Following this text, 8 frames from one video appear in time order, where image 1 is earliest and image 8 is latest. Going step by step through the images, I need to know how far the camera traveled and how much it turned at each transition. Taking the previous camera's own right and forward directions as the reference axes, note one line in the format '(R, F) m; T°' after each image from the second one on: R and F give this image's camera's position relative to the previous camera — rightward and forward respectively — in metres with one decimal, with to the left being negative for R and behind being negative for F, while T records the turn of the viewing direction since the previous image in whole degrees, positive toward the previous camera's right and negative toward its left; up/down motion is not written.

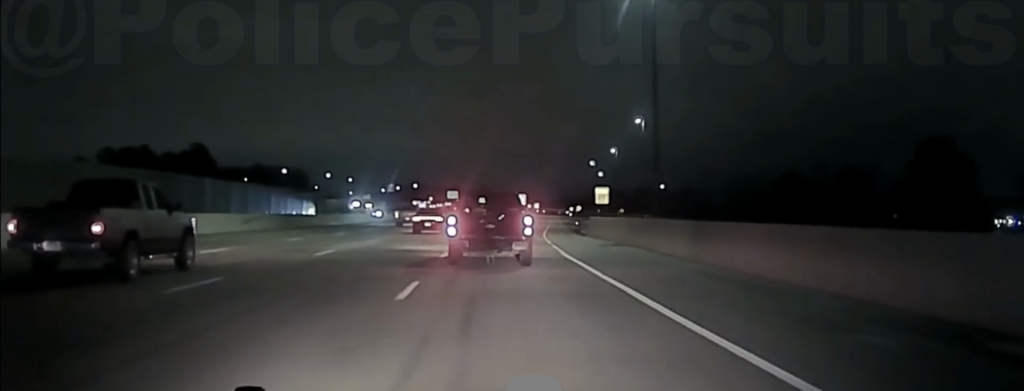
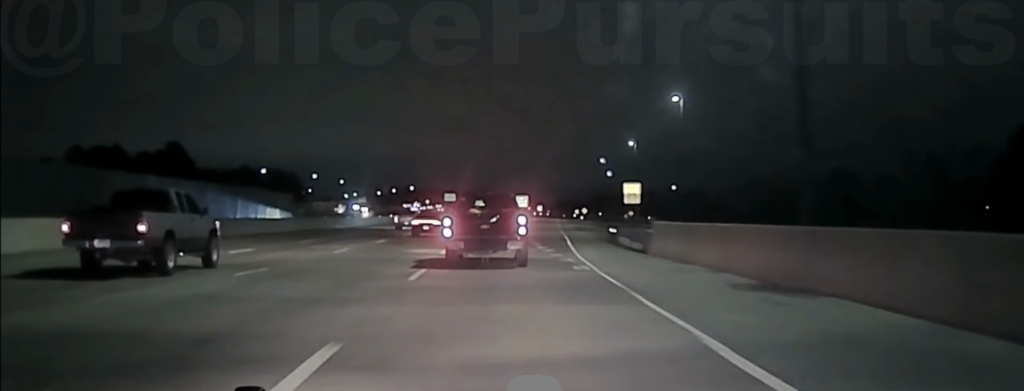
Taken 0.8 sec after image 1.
(+0.2, +19.0) m; +1°
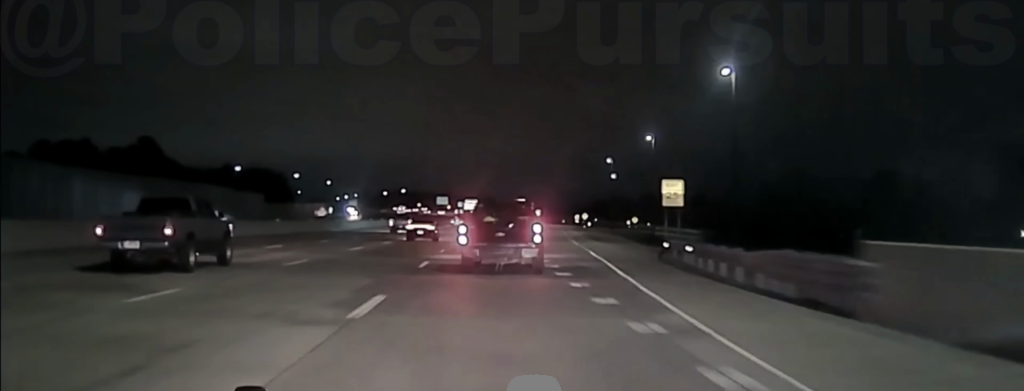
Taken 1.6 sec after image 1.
(+0.2, +18.9) m; +1°
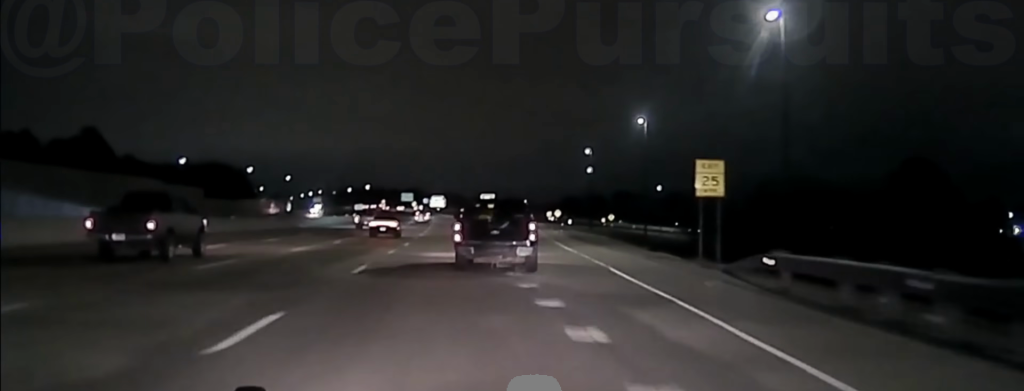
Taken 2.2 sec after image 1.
(0.0, +16.8) m; +1°
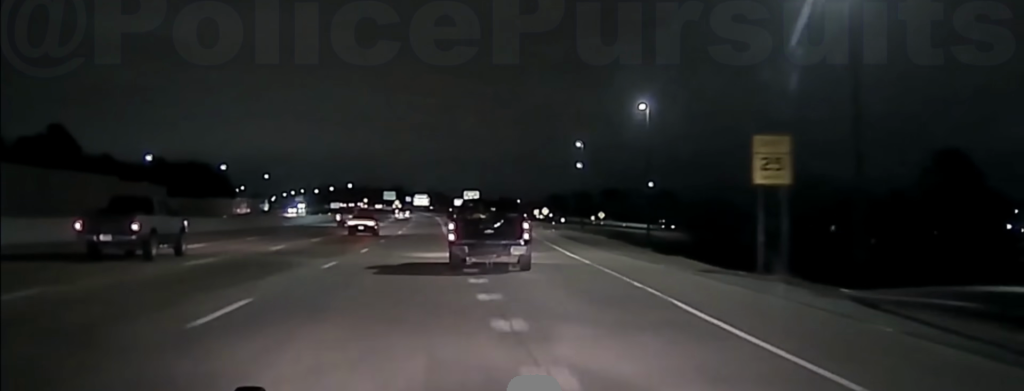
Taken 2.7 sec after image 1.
(+0.1, +11.5) m; 0°
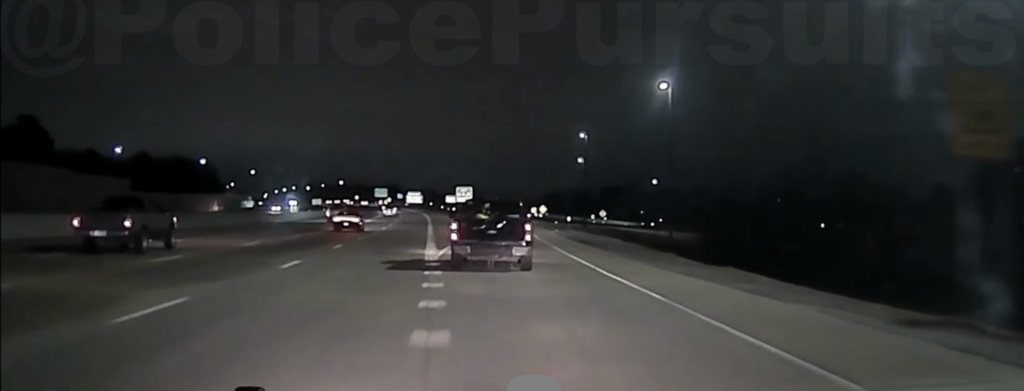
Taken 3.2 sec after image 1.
(0.0, +14.2) m; +1°
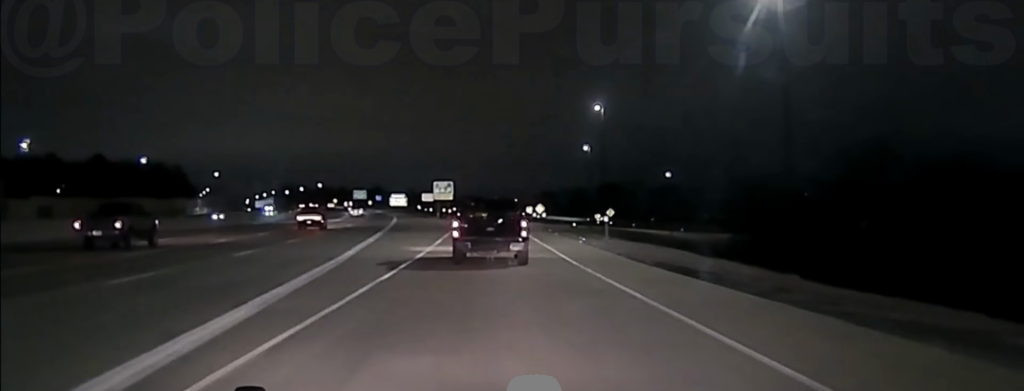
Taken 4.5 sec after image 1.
(+0.4, +31.0) m; +1°
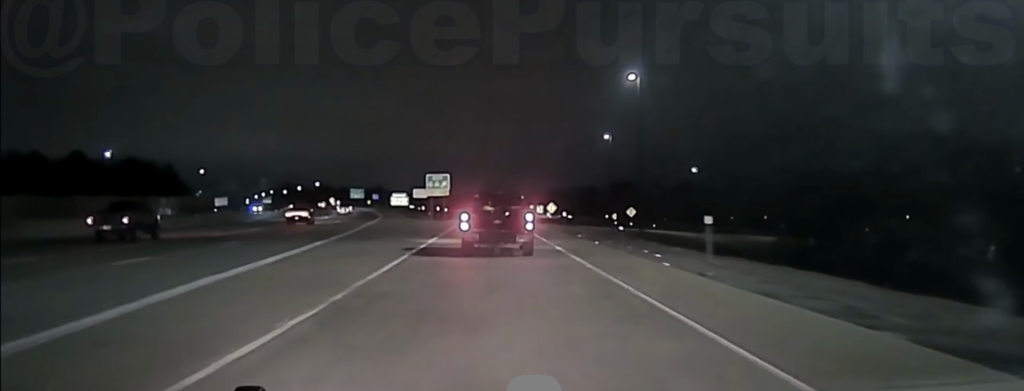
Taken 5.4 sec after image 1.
(+0.1, +19.6) m; 0°
